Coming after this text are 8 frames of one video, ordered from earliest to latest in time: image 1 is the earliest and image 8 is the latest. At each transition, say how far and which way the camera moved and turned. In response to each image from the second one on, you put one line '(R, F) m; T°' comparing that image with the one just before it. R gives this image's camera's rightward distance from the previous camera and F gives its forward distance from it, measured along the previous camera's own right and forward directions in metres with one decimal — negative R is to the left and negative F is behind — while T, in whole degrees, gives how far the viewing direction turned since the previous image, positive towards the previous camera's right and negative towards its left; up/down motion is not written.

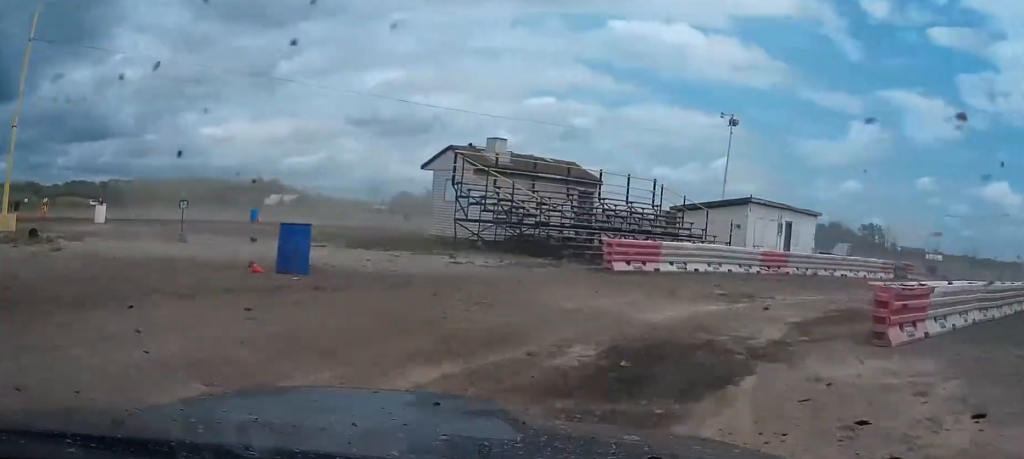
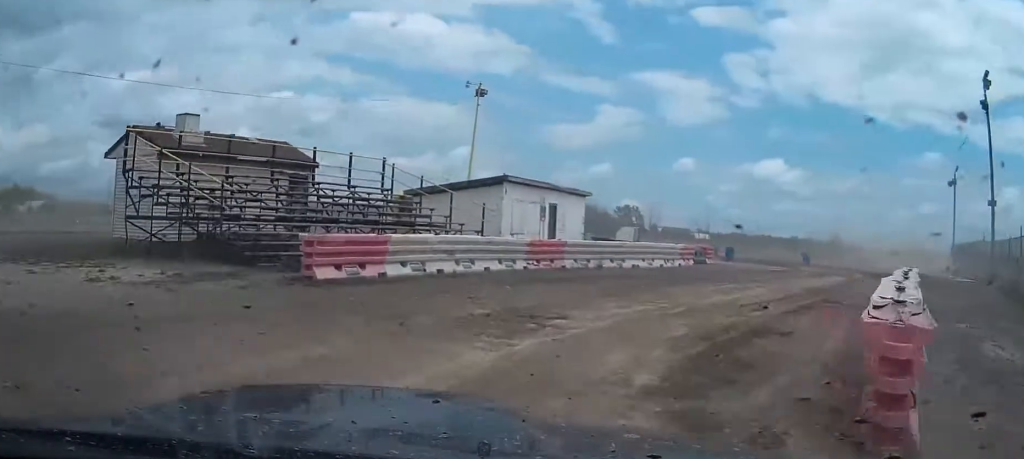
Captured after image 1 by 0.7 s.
(+1.0, +6.2) m; +16°
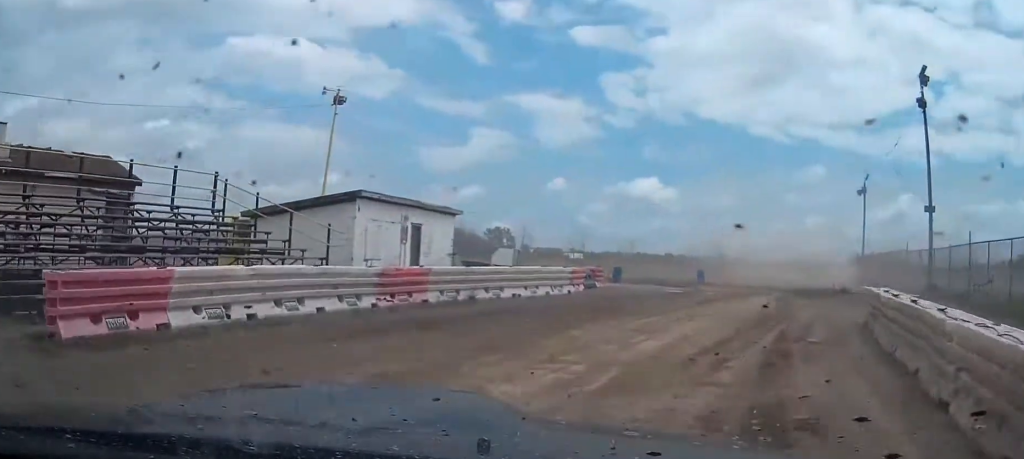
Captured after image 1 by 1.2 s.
(-0.1, +4.4) m; +9°
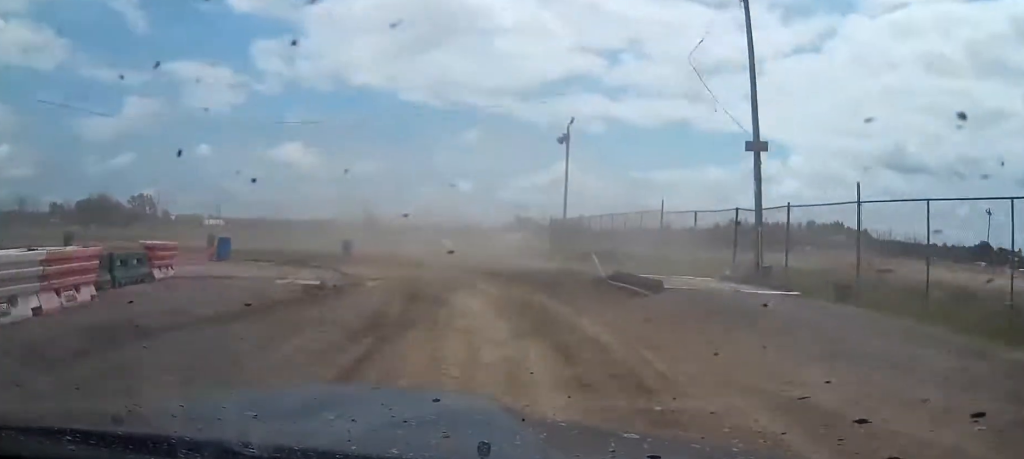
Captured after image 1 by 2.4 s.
(+2.7, +12.4) m; +22°
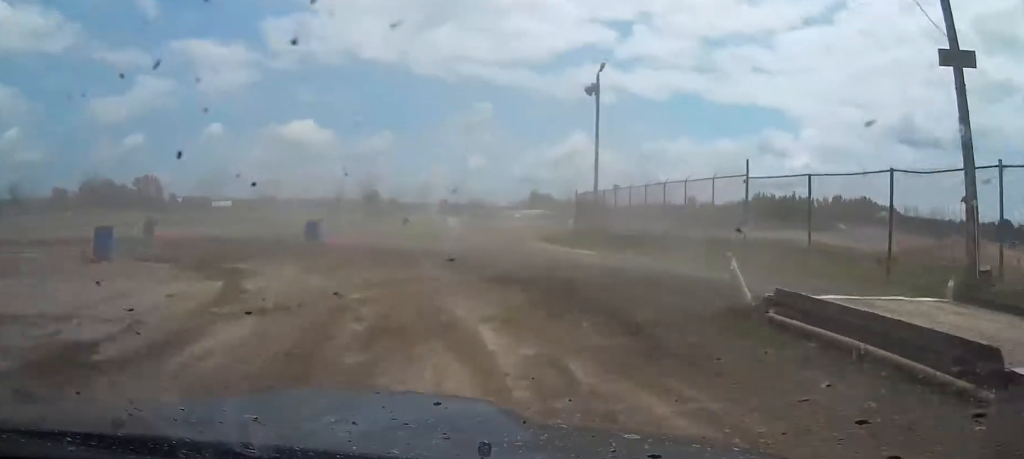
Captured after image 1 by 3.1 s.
(+0.8, +8.5) m; 0°
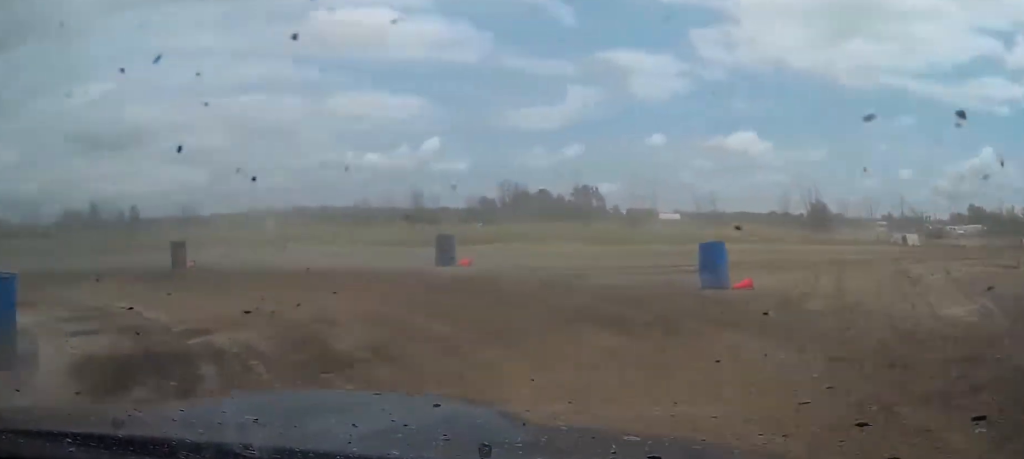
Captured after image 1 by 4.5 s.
(-1.2, +15.1) m; -22°
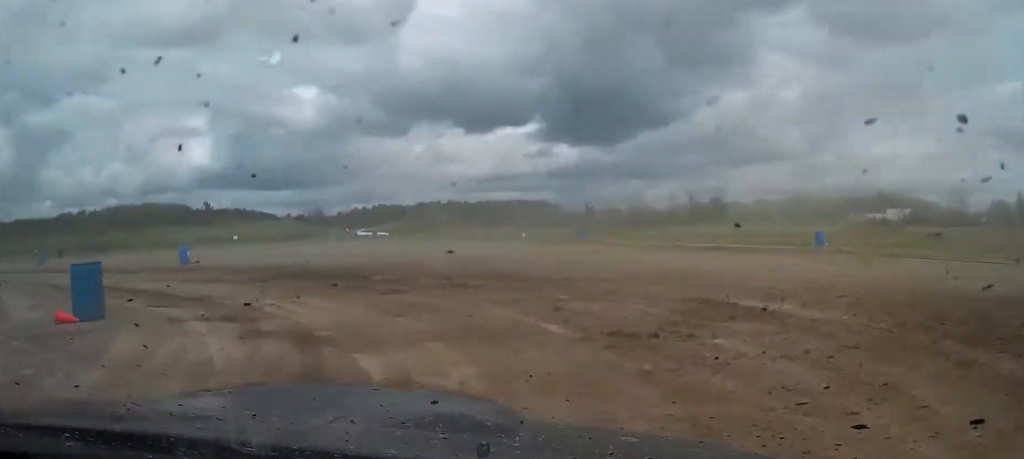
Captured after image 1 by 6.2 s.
(-8.7, +13.0) m; -70°
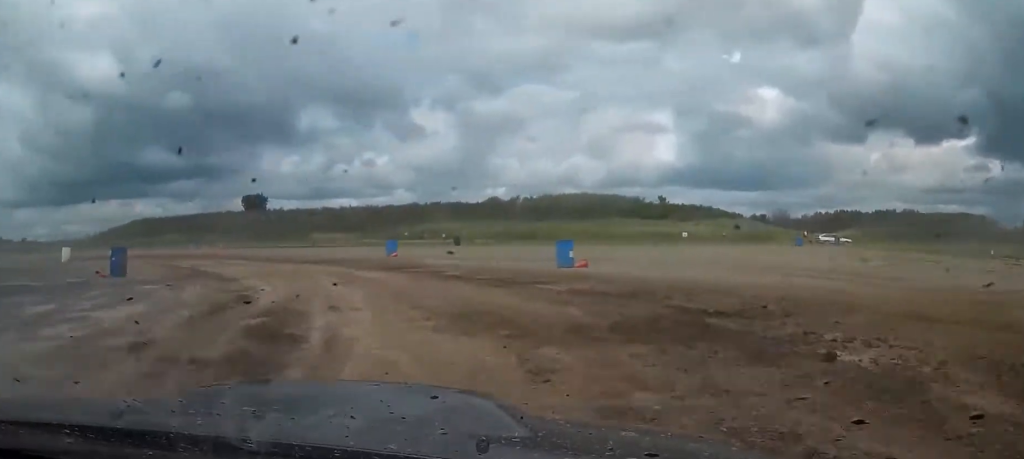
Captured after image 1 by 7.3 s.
(-3.5, +9.9) m; -31°
